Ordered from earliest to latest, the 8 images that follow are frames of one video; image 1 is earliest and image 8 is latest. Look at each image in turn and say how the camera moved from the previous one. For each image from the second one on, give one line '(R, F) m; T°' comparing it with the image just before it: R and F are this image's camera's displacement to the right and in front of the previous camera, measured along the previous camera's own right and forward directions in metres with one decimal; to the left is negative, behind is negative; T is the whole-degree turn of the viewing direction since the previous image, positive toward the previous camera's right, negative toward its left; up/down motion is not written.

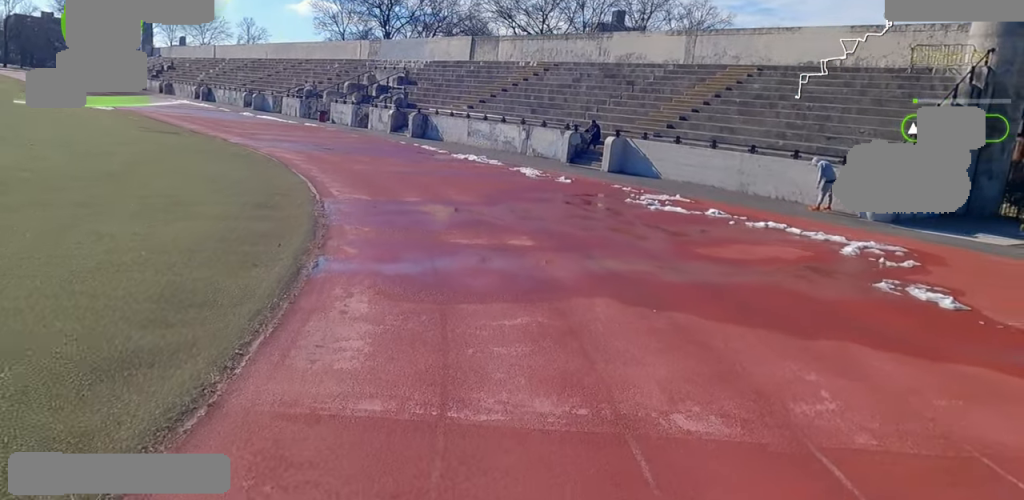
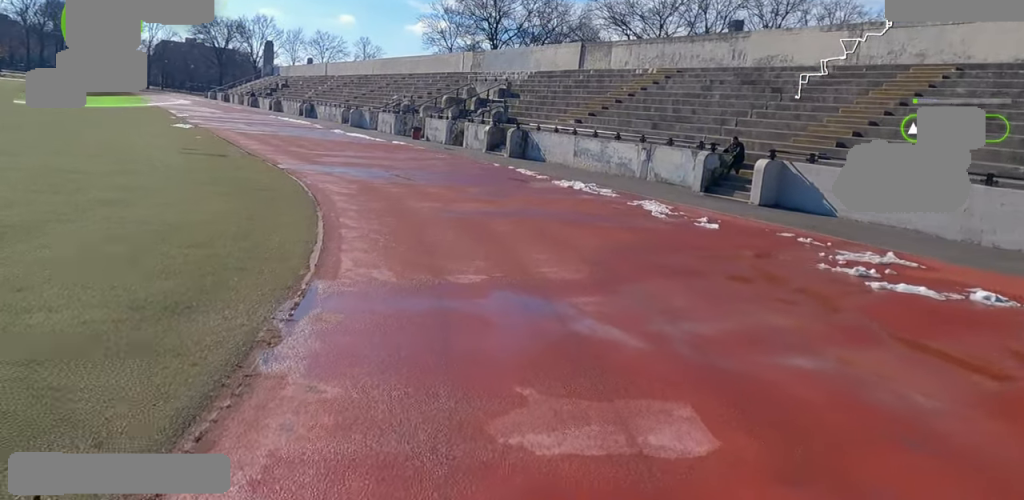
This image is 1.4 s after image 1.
(-1.3, +5.5) m; -12°
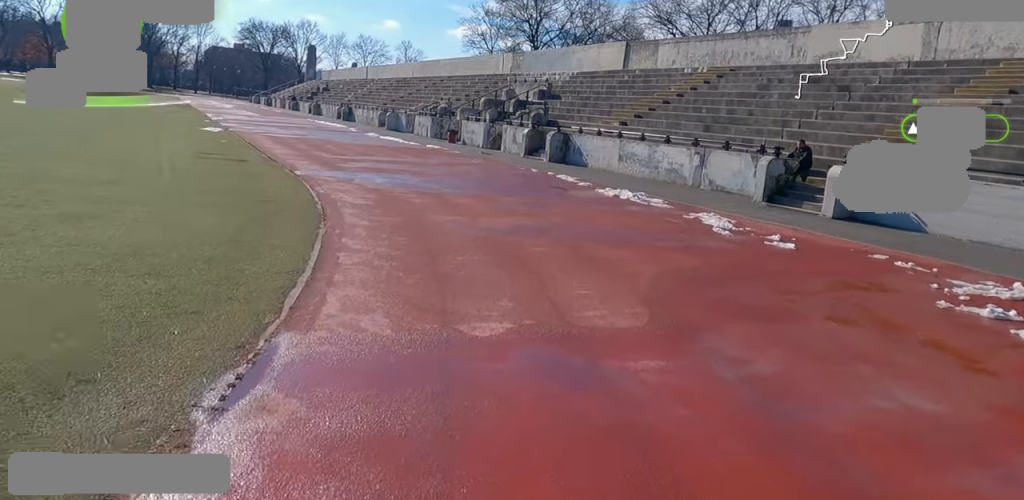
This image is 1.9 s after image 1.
(-0.3, +1.9) m; +2°
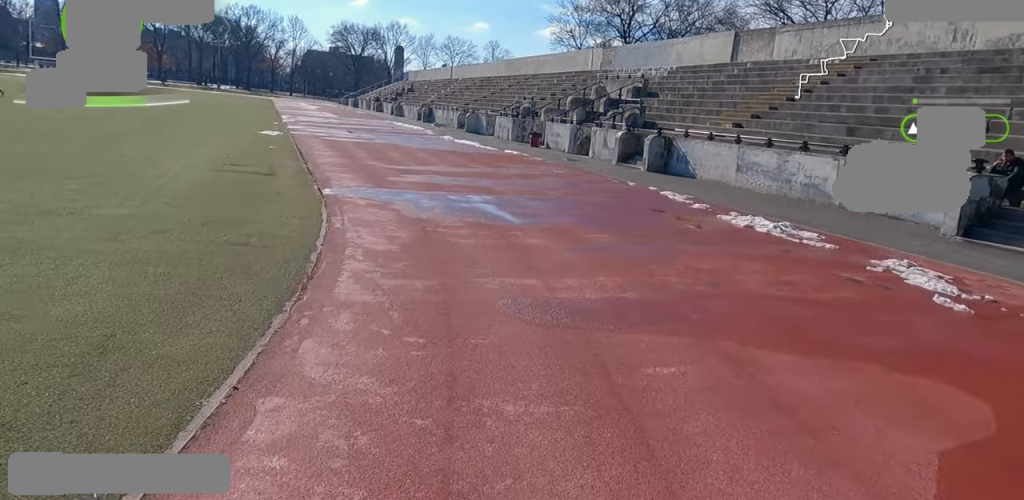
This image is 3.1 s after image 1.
(+0.6, +3.9) m; -9°
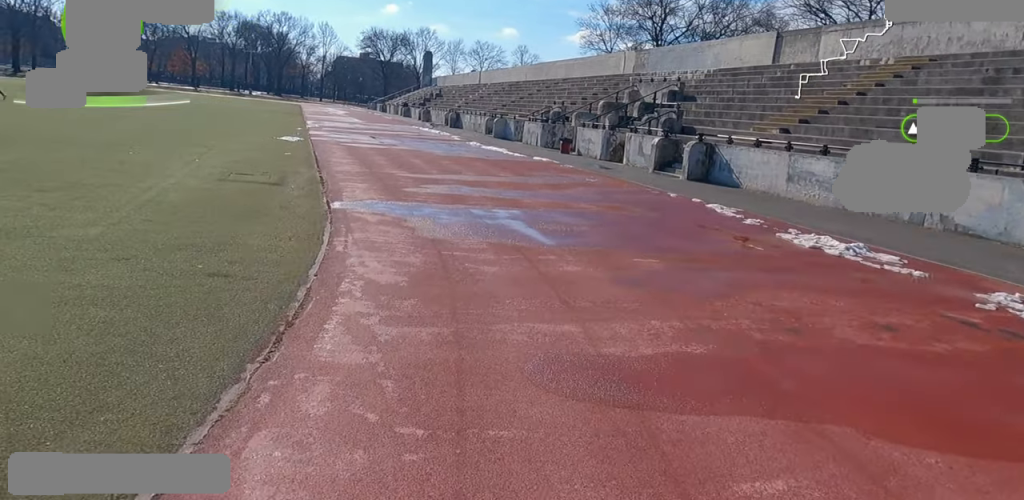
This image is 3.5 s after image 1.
(-0.4, +1.6) m; -9°
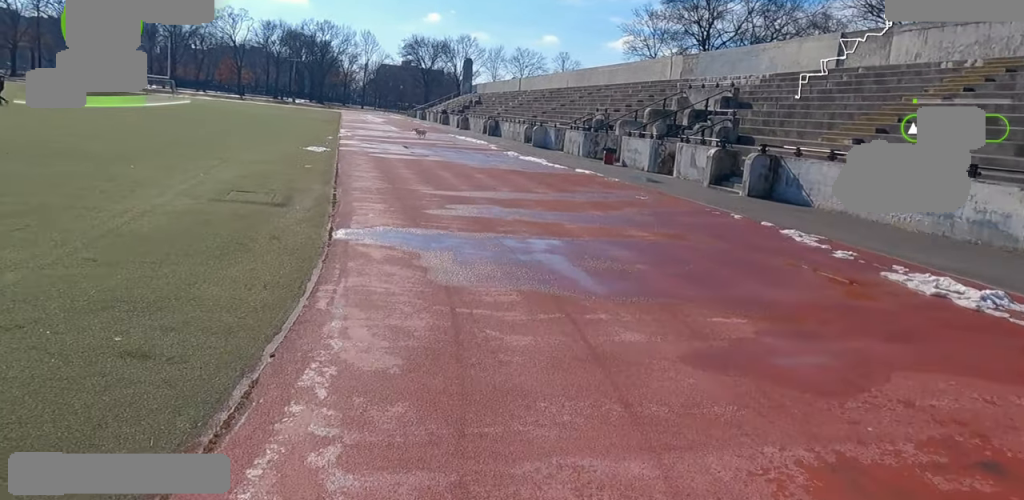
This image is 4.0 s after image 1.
(-0.3, +2.3) m; -10°
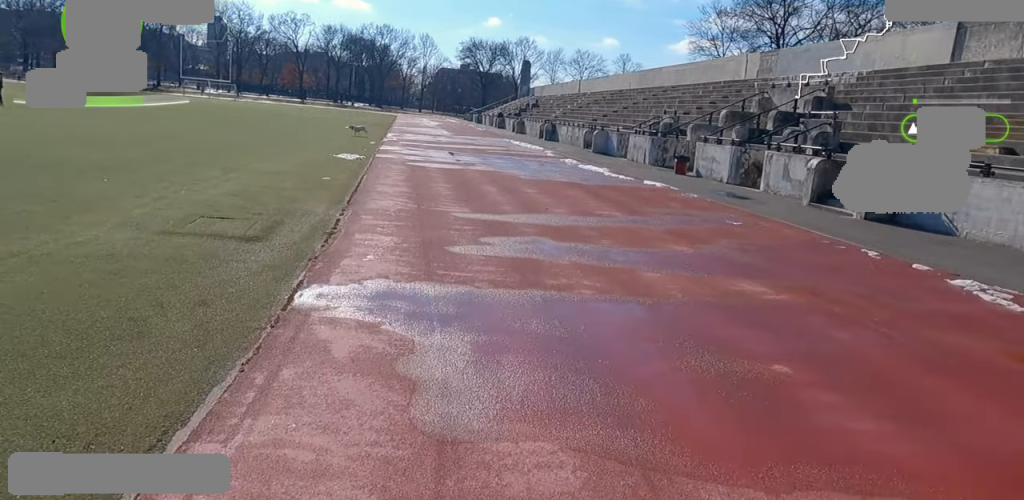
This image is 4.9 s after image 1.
(-0.4, +4.1) m; +1°
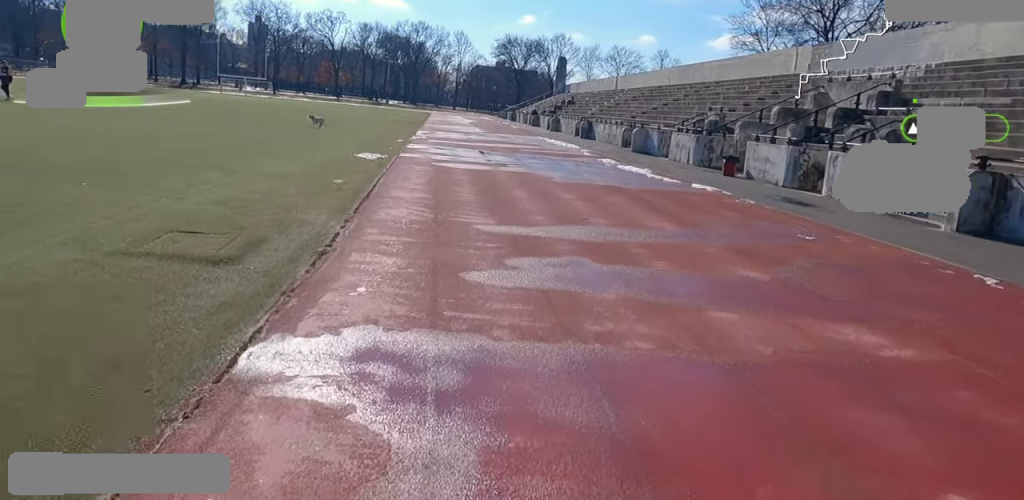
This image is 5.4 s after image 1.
(+0.2, +2.1) m; +4°
